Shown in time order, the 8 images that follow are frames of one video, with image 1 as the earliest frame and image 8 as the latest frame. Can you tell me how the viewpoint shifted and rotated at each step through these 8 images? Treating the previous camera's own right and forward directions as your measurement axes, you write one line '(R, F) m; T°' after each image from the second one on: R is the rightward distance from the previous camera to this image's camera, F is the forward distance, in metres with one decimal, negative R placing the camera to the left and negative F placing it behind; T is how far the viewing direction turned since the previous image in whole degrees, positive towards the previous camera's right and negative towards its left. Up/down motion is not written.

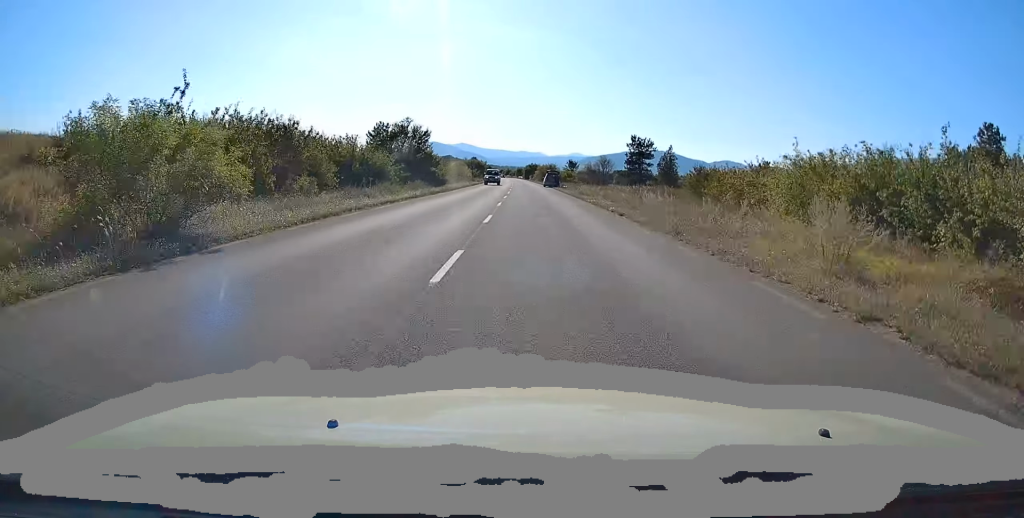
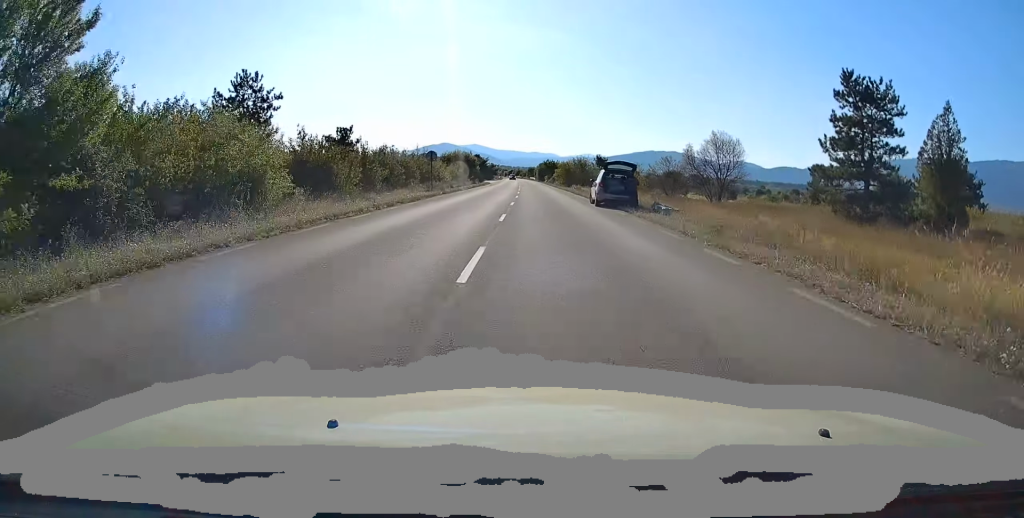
(-0.4, +44.8) m; -1°
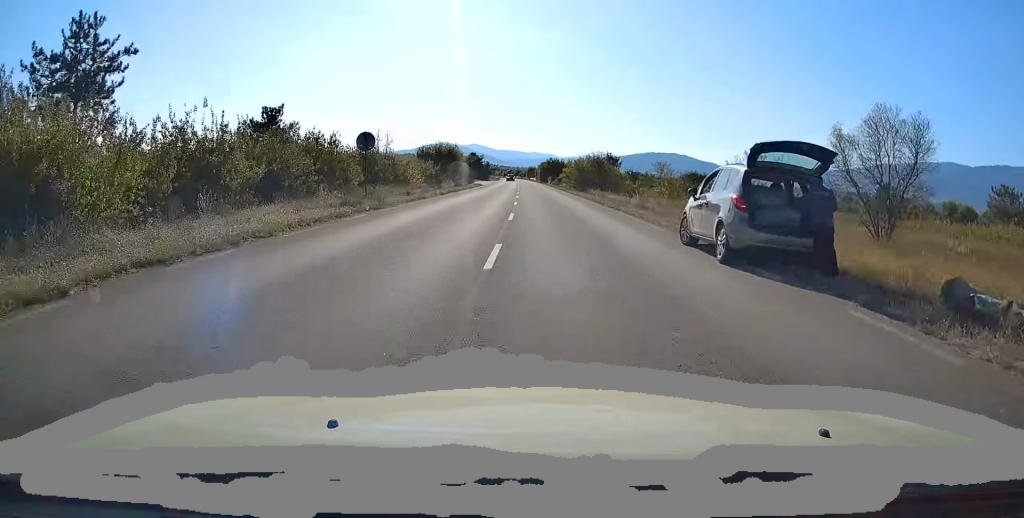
(-0.2, +17.4) m; 0°
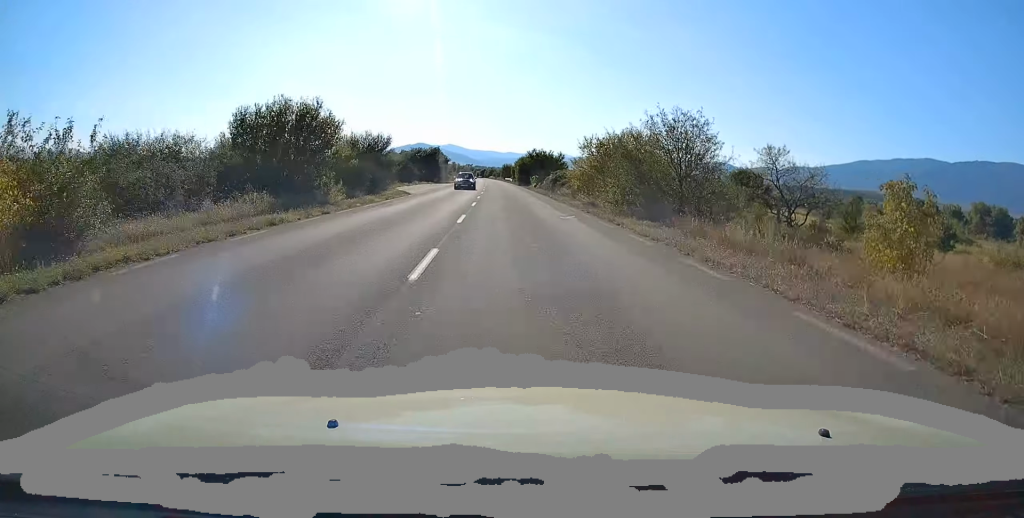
(+1.3, +36.8) m; +1°
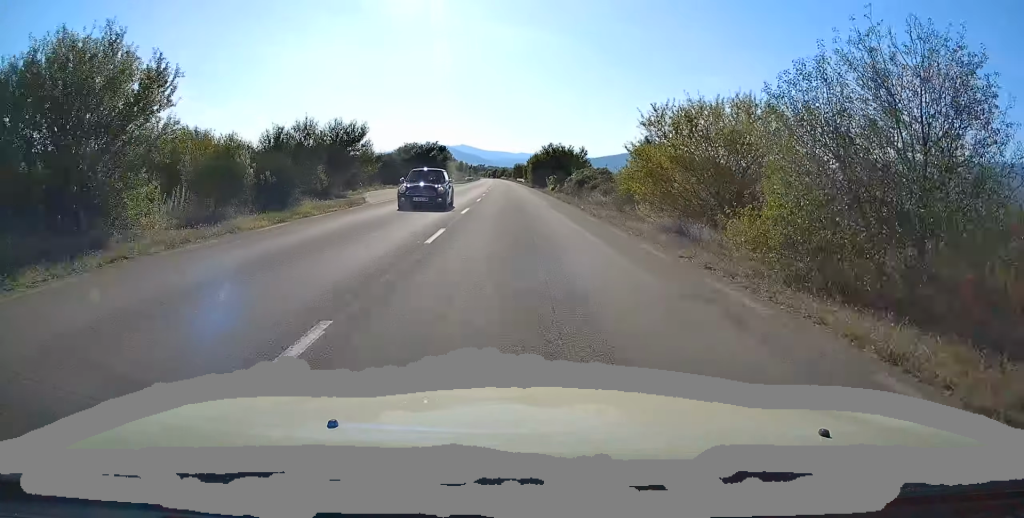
(-0.3, +14.3) m; -1°
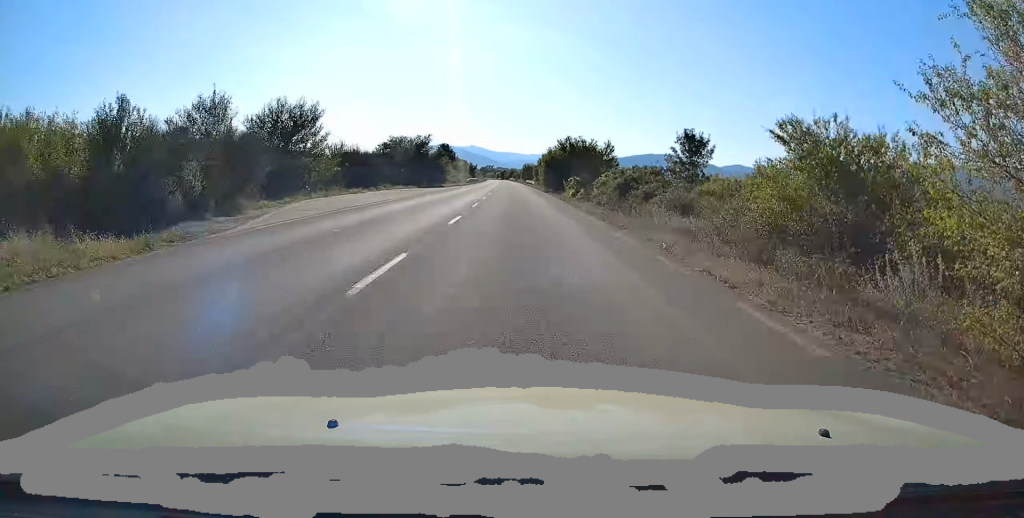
(-0.4, +13.6) m; -1°
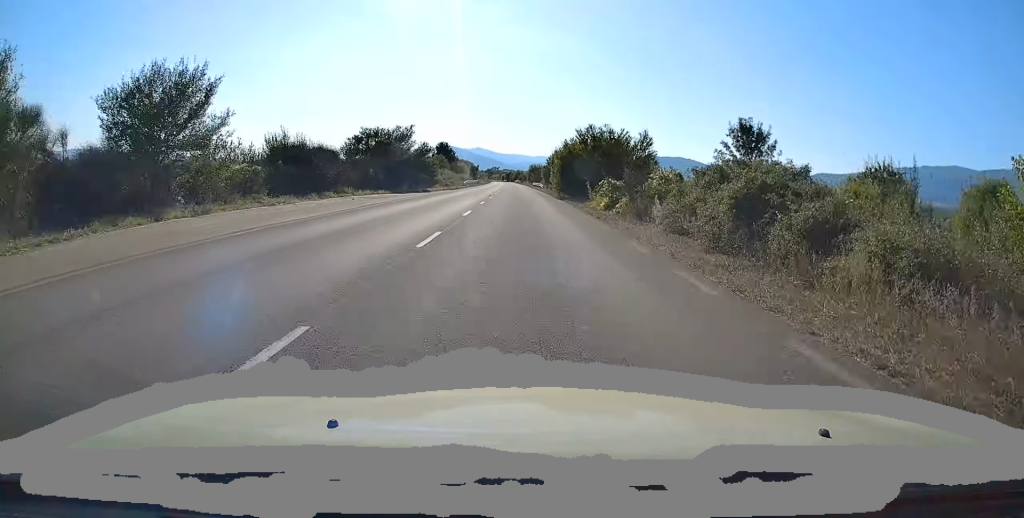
(+0.3, +13.7) m; 0°
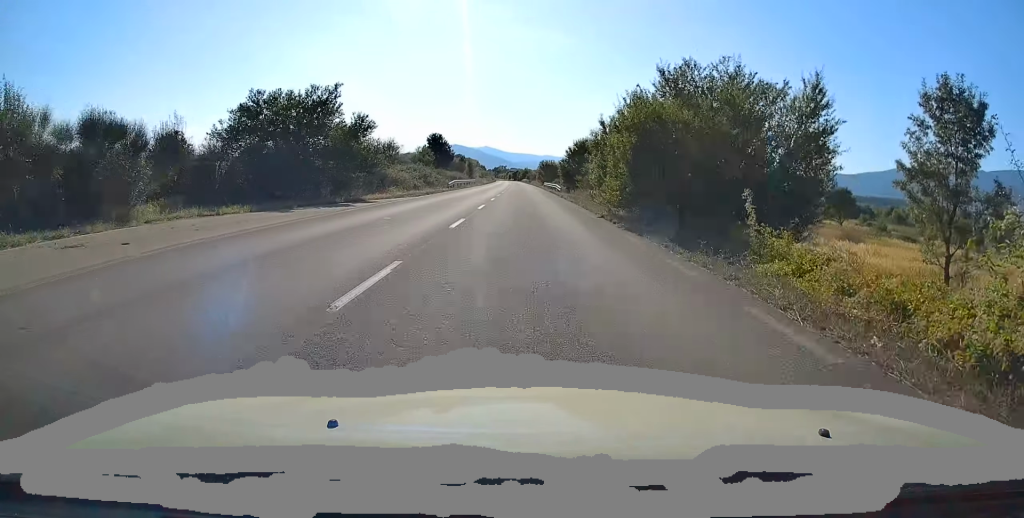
(-0.1, +22.9) m; -1°
